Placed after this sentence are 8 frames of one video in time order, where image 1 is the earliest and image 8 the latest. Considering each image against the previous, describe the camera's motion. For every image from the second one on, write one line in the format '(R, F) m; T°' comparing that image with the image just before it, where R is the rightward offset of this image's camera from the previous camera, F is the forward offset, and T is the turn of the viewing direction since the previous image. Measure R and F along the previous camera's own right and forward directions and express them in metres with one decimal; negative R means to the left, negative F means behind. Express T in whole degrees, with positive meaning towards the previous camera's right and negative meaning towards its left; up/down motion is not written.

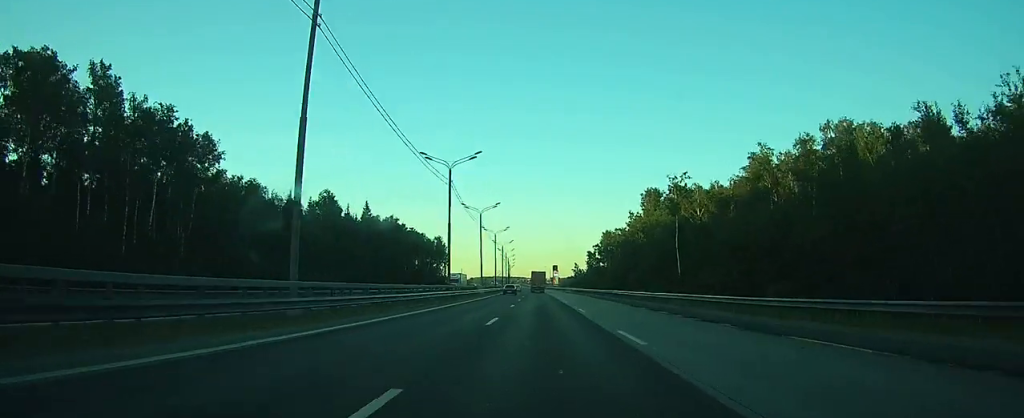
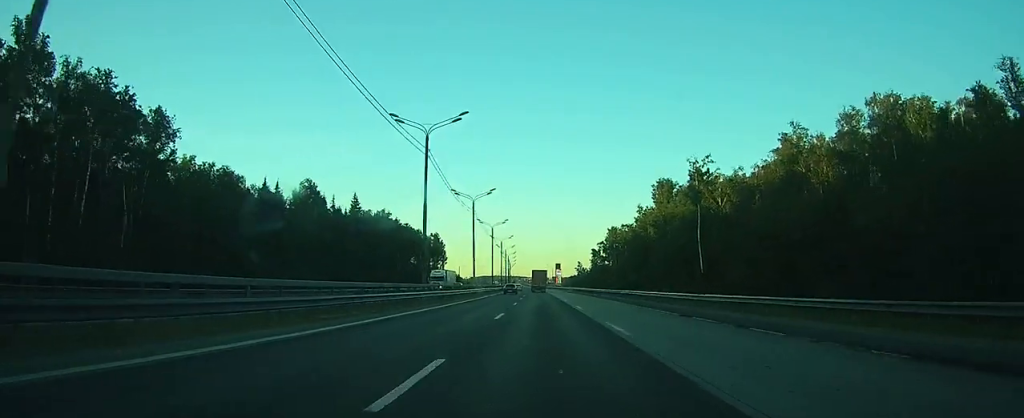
(0.0, +13.1) m; 0°
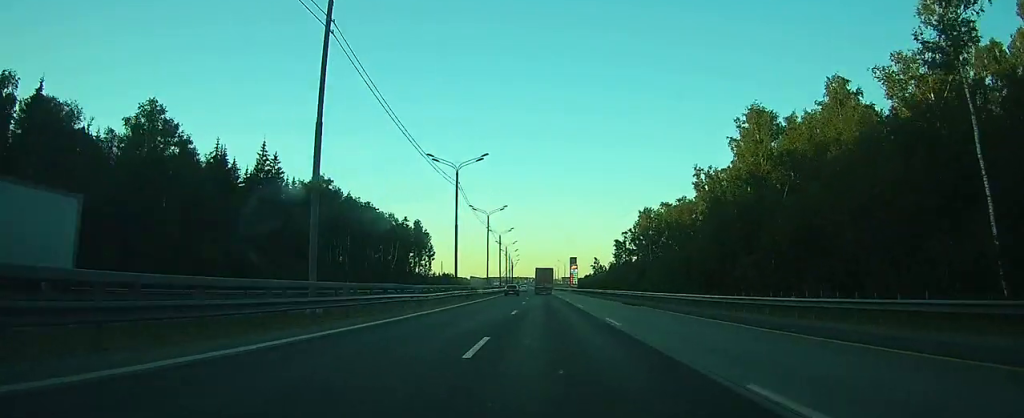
(-0.4, +59.2) m; -1°
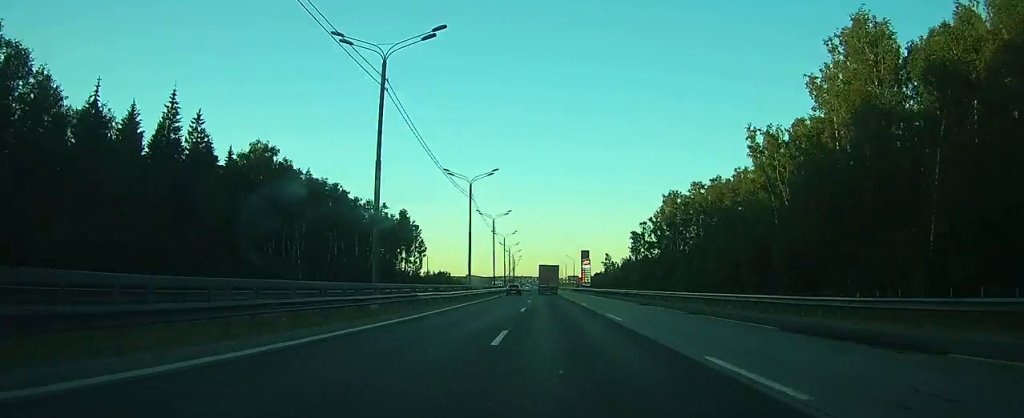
(-0.1, +29.7) m; 0°
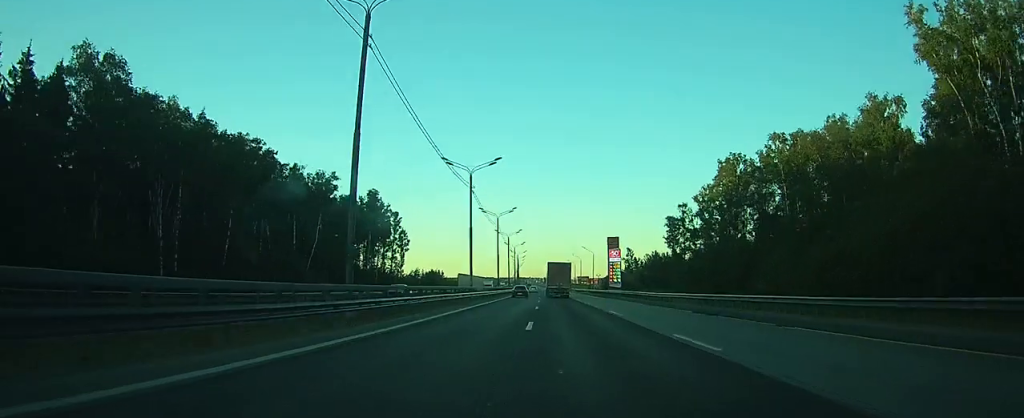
(0.0, +43.0) m; 0°
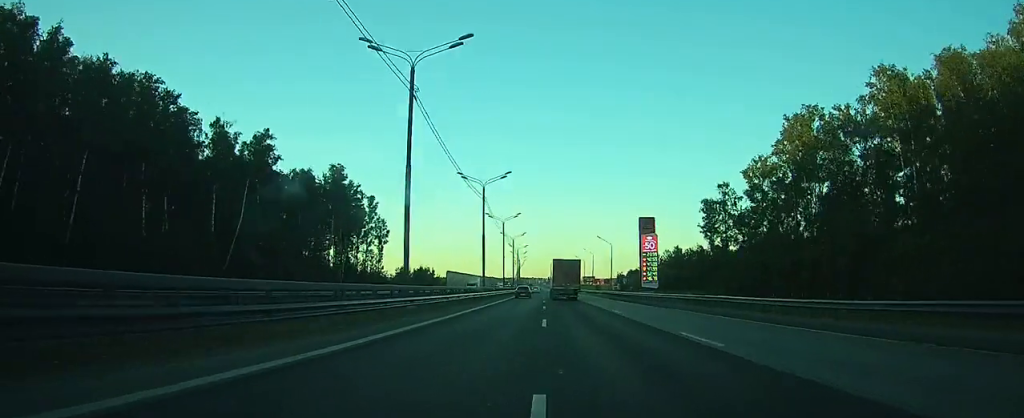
(-0.1, +29.8) m; -1°
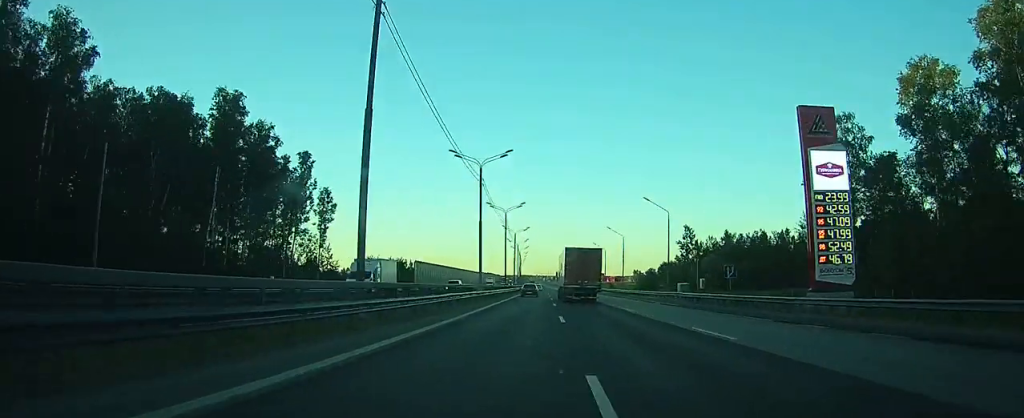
(-0.5, +46.6) m; -1°
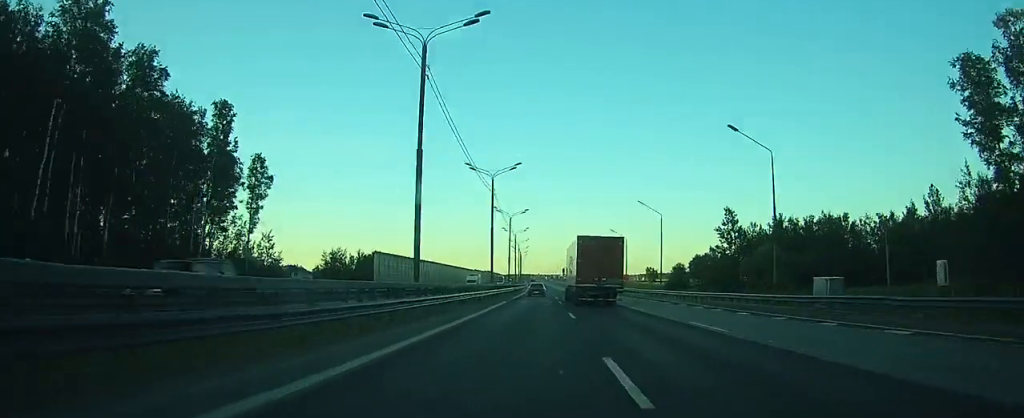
(0.0, +30.1) m; 0°
